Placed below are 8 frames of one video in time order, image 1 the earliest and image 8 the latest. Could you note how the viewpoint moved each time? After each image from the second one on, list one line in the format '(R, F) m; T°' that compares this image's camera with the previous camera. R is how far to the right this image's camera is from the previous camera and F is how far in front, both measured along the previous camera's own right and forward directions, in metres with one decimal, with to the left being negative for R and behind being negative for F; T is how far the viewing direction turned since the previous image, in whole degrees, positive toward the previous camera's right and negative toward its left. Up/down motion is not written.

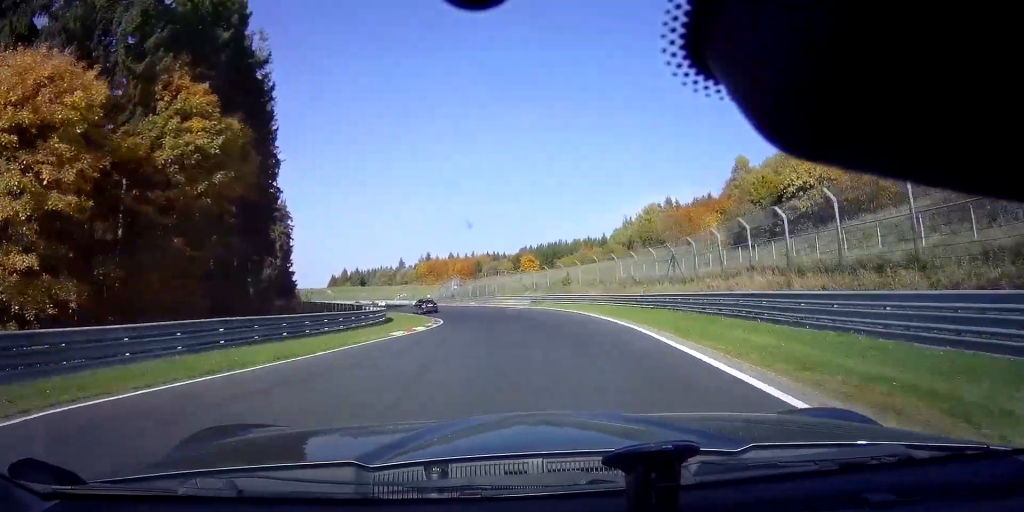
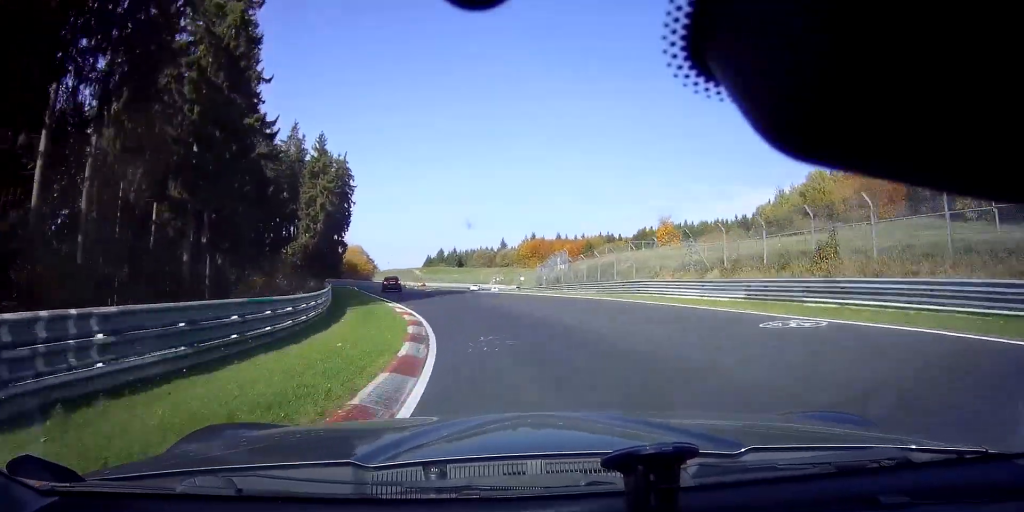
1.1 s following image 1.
(-1.8, +32.4) m; -9°
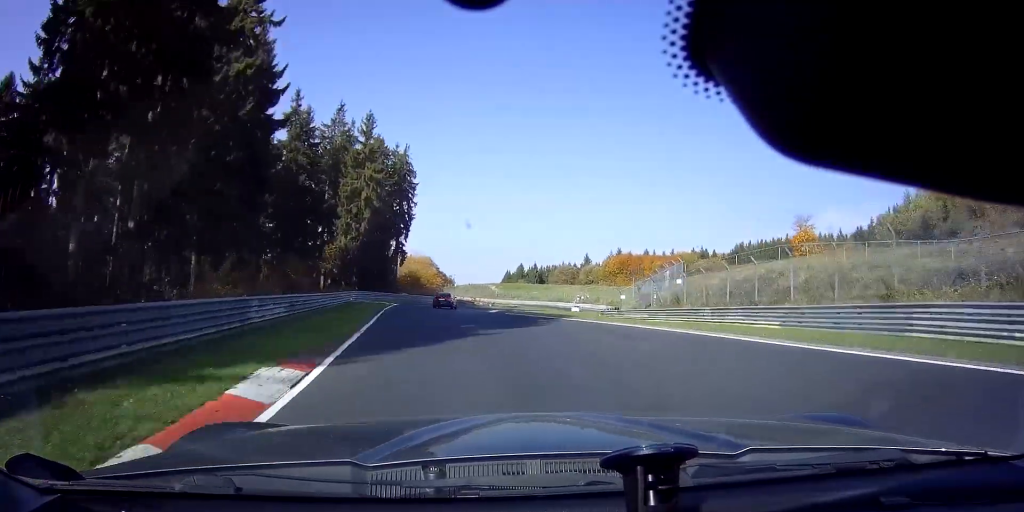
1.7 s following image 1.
(-1.6, +18.4) m; -4°
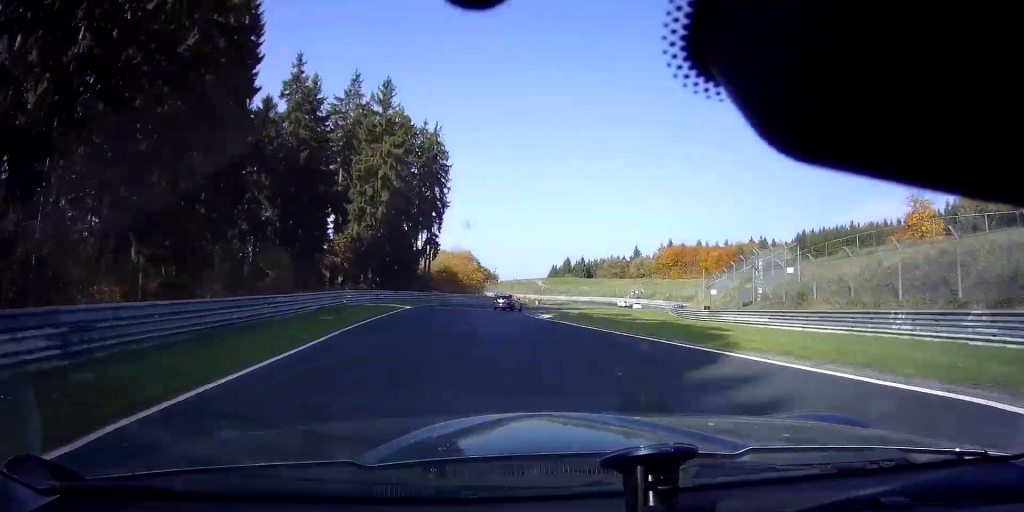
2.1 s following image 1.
(-0.4, +13.4) m; -3°
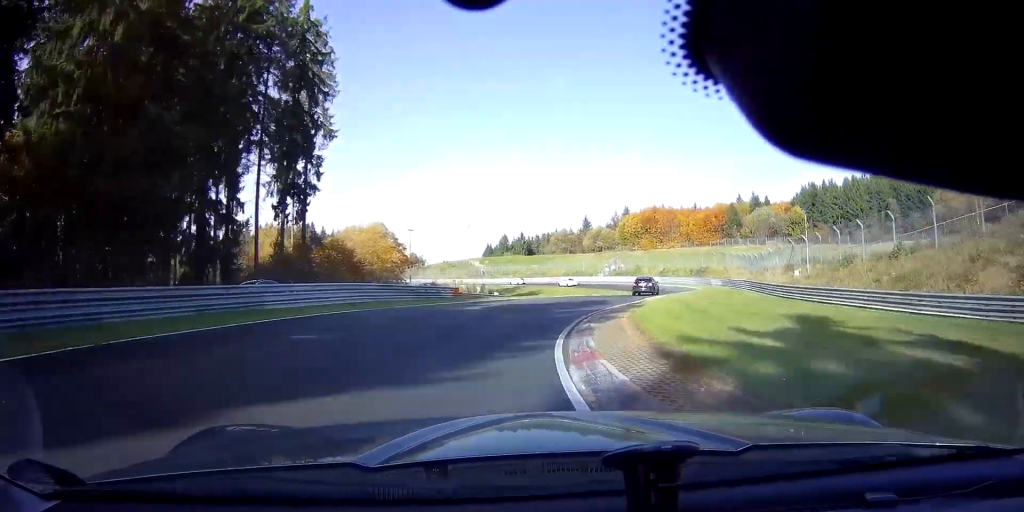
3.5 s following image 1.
(+0.6, +39.2) m; +8°
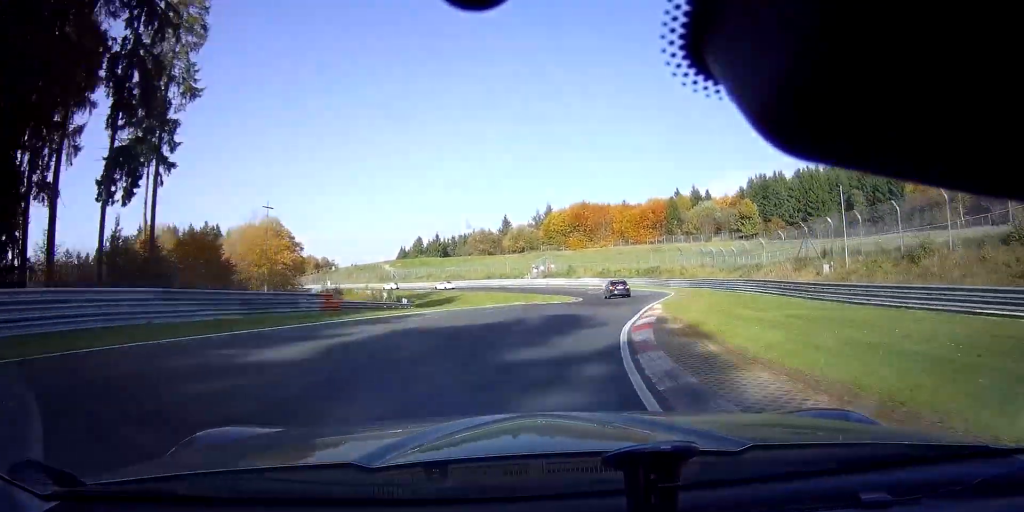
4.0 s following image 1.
(+0.3, +14.5) m; +7°
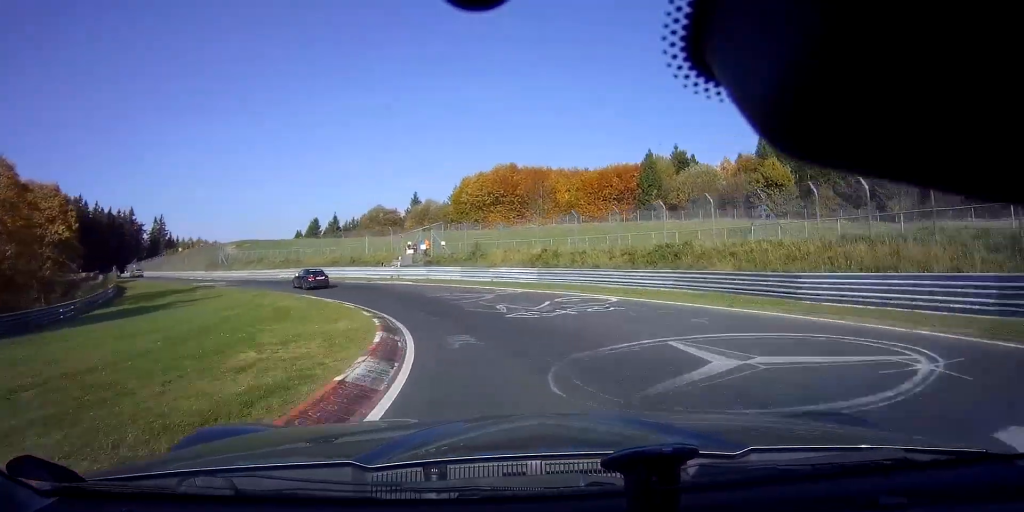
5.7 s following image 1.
(+4.3, +44.9) m; -3°
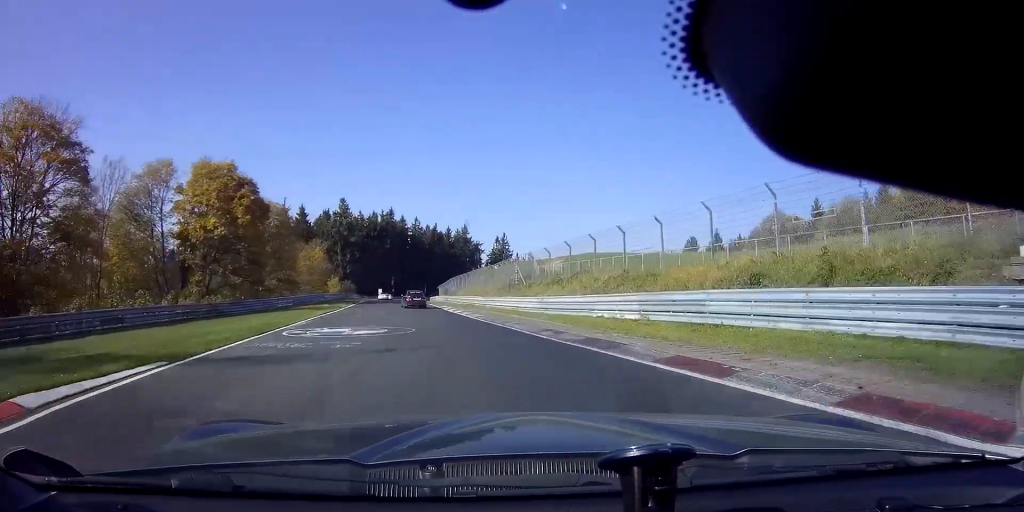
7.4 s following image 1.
(-10.3, +38.3) m; -31°
